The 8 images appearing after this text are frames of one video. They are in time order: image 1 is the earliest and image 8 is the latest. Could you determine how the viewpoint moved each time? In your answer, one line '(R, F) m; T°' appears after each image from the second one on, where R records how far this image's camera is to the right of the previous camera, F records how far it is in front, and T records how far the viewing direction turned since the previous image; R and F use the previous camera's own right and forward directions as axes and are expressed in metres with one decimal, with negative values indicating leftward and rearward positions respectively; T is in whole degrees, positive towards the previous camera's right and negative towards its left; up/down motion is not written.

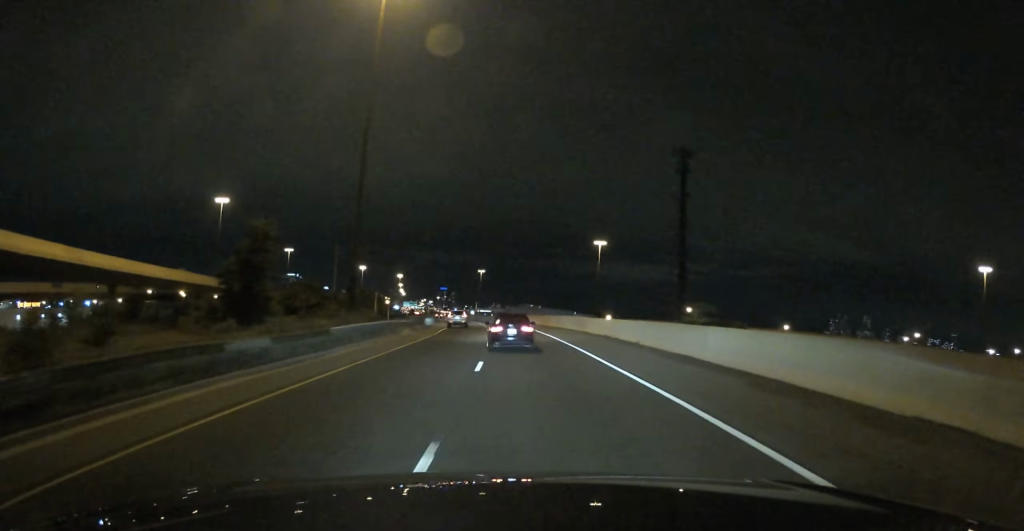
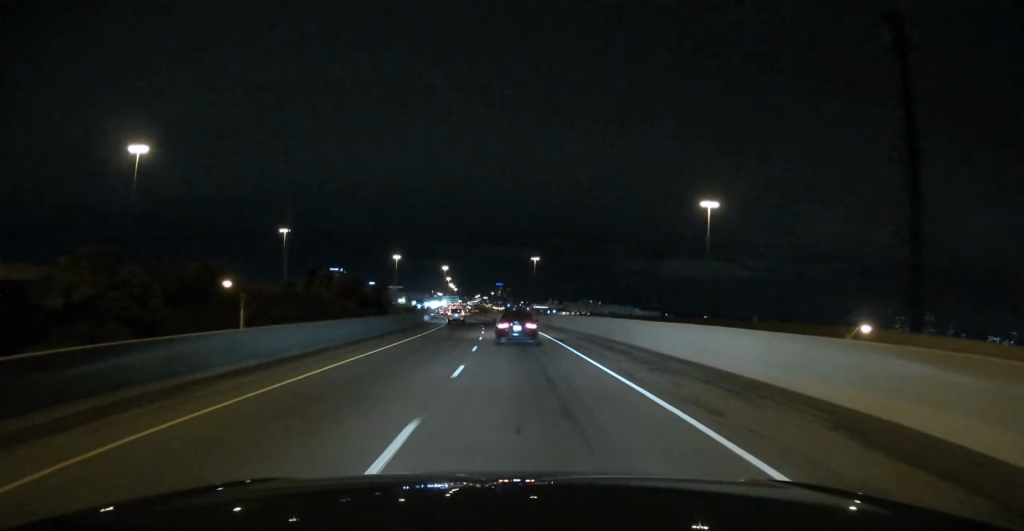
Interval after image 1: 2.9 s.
(-2.6, +80.1) m; -6°
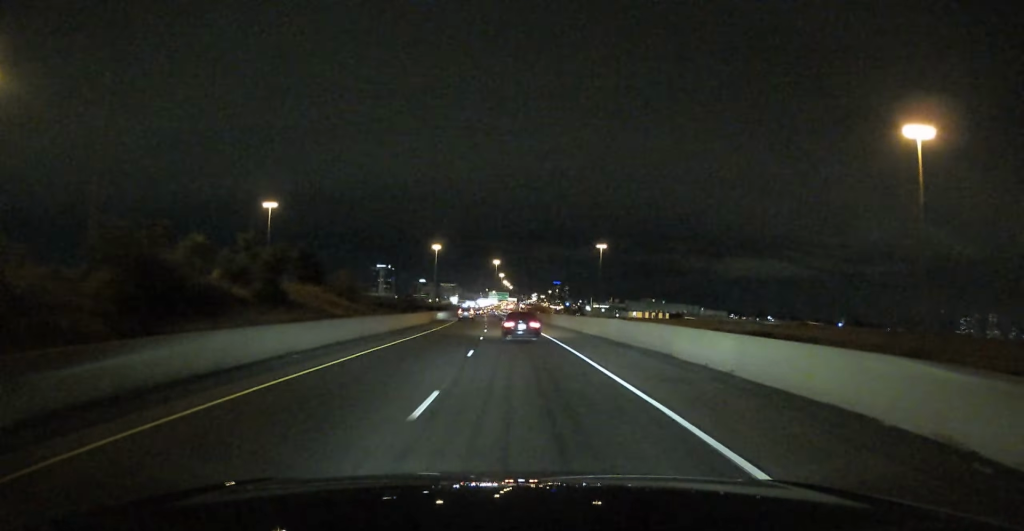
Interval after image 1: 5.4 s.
(-4.6, +70.3) m; -2°
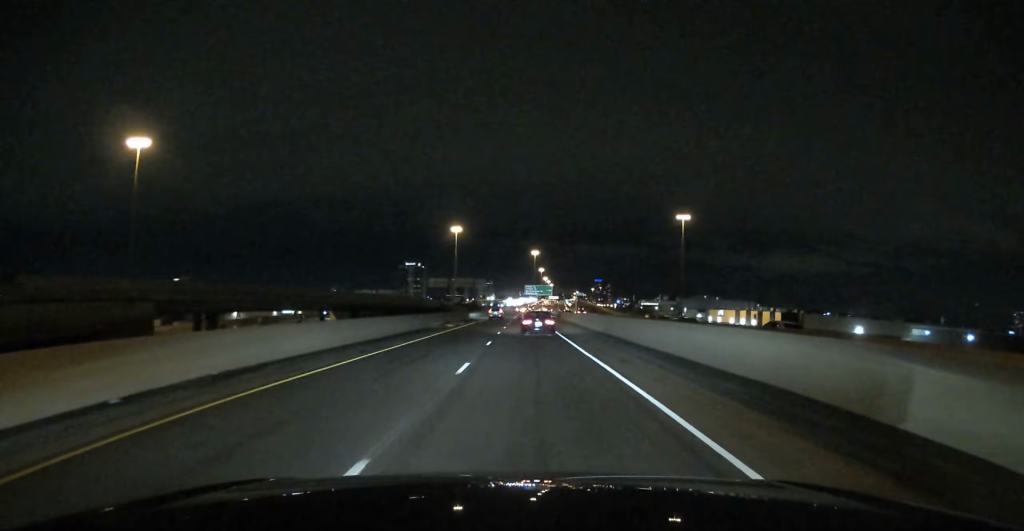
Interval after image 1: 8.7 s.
(-3.0, +92.0) m; -2°
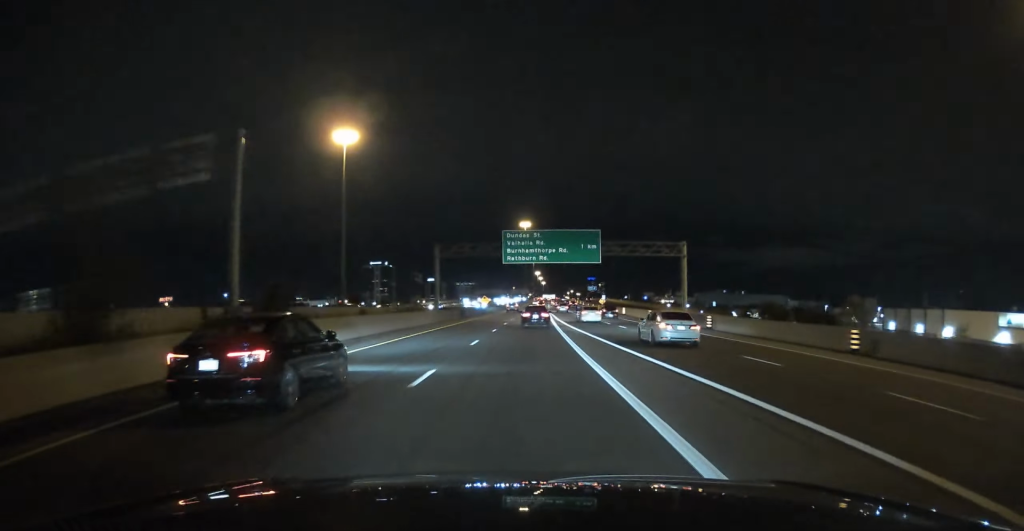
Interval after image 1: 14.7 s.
(-0.3, +171.9) m; +1°
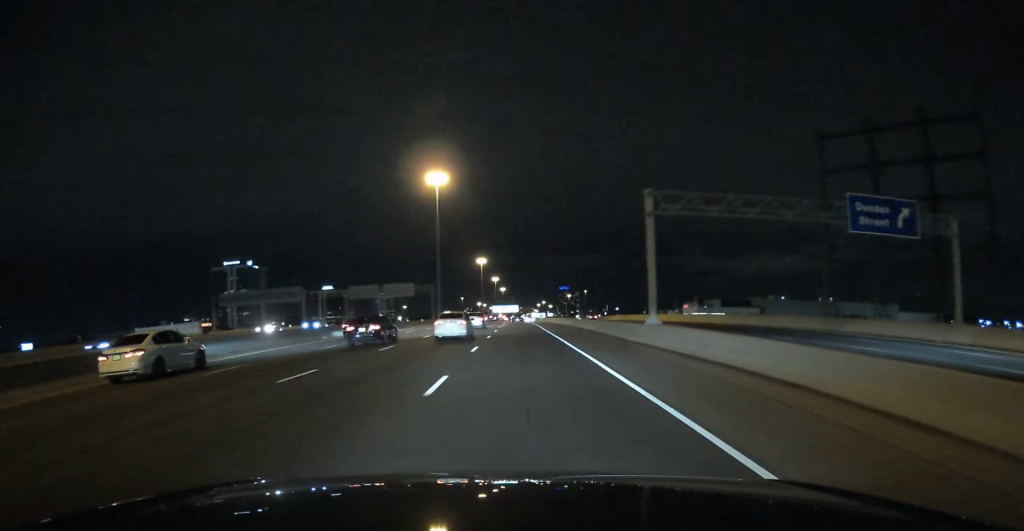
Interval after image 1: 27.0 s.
(+12.8, +362.3) m; +2°
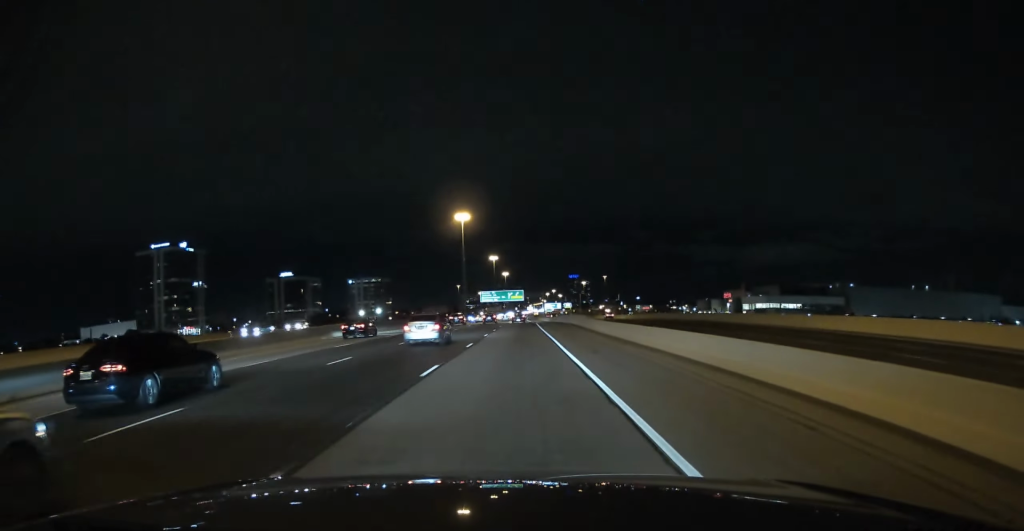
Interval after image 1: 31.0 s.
(-0.9, +127.2) m; 0°
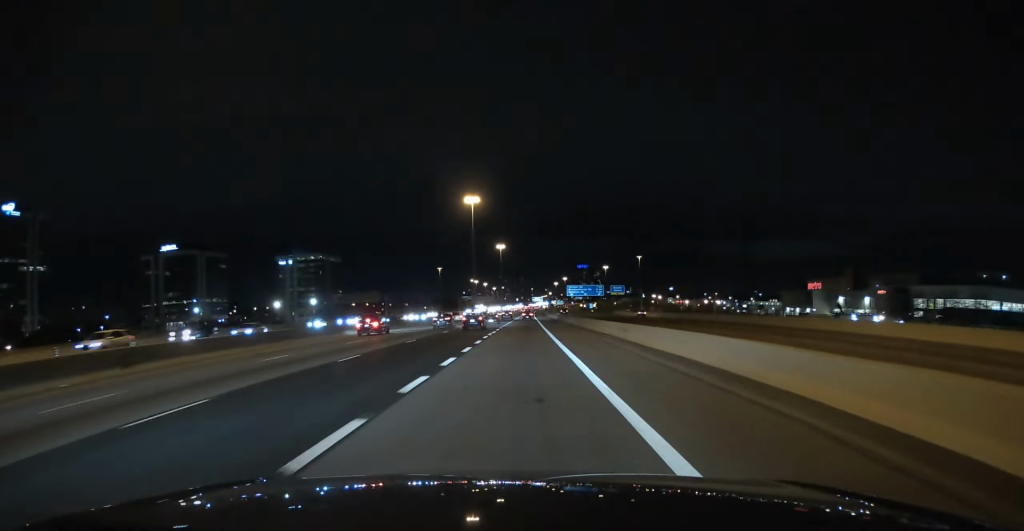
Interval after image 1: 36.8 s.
(-0.4, +189.1) m; 0°
